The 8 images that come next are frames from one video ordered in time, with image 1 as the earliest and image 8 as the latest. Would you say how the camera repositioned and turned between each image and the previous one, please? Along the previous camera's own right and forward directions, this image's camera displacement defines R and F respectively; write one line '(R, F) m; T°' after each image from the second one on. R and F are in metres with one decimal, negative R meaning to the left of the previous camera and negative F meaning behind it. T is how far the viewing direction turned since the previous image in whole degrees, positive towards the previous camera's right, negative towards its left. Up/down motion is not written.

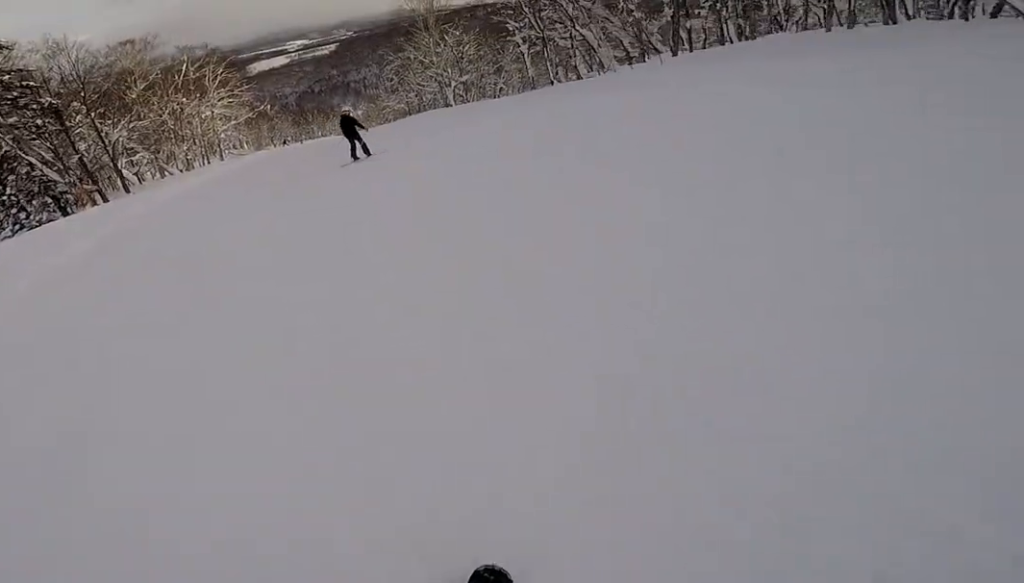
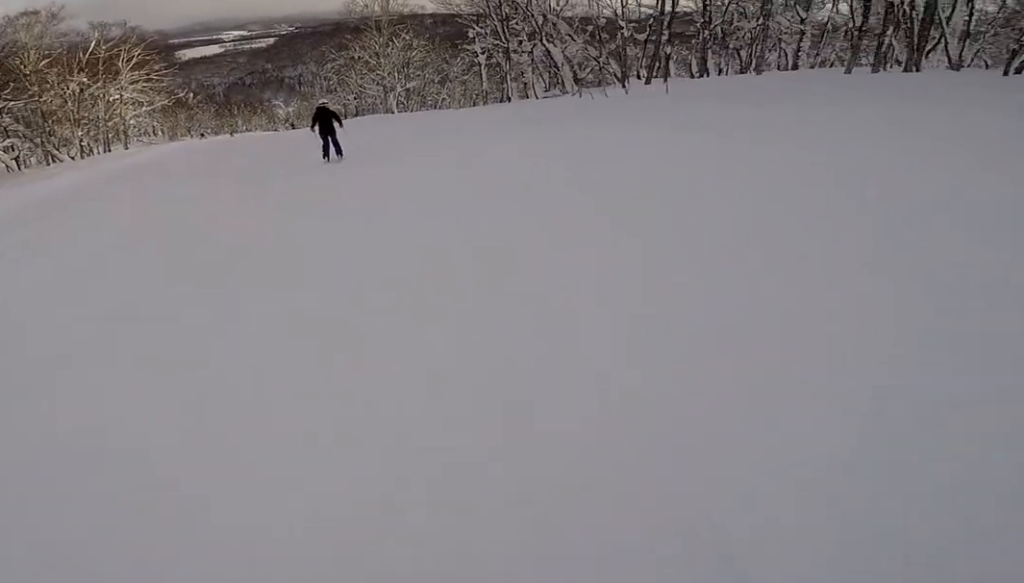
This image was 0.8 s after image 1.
(+0.4, +4.8) m; +5°
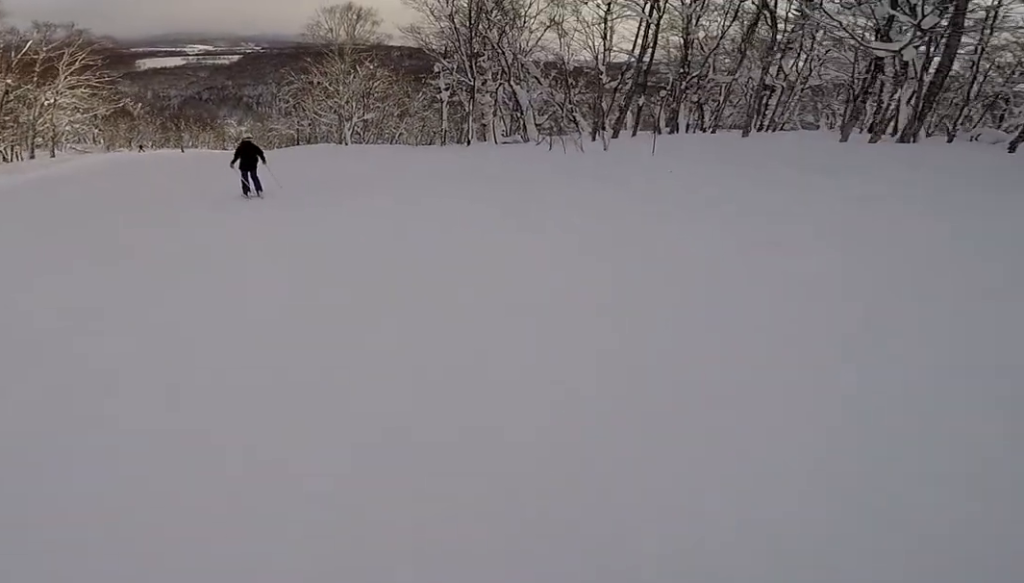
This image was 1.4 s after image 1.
(+0.1, +3.4) m; -8°
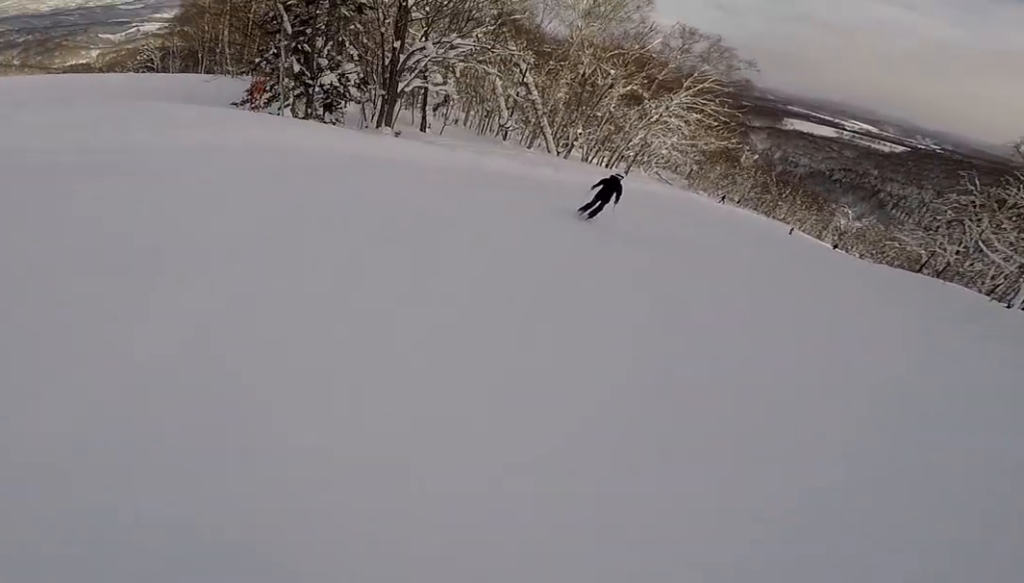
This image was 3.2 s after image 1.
(-2.7, +9.6) m; -24°
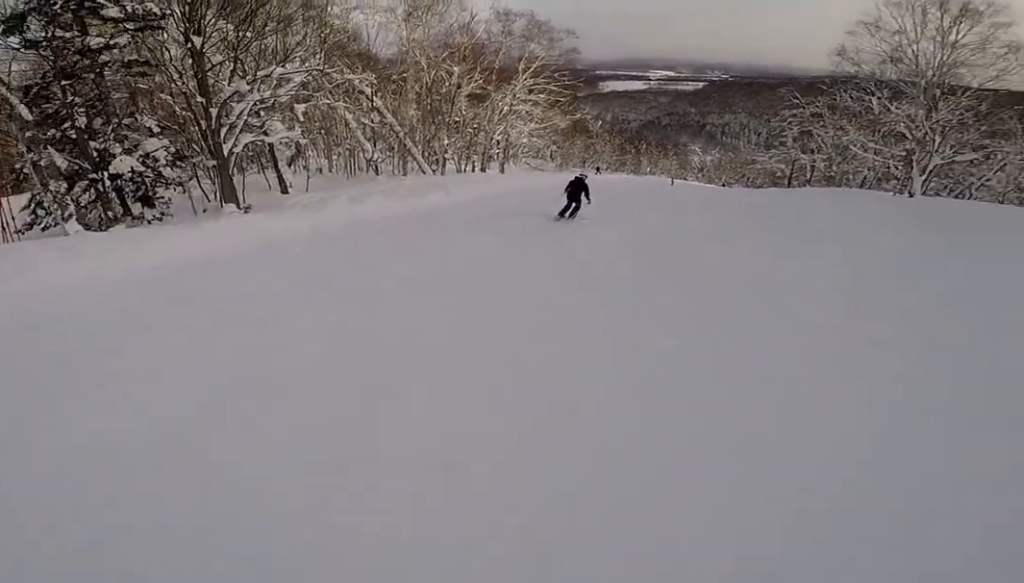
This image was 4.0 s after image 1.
(0.0, +4.3) m; +6°
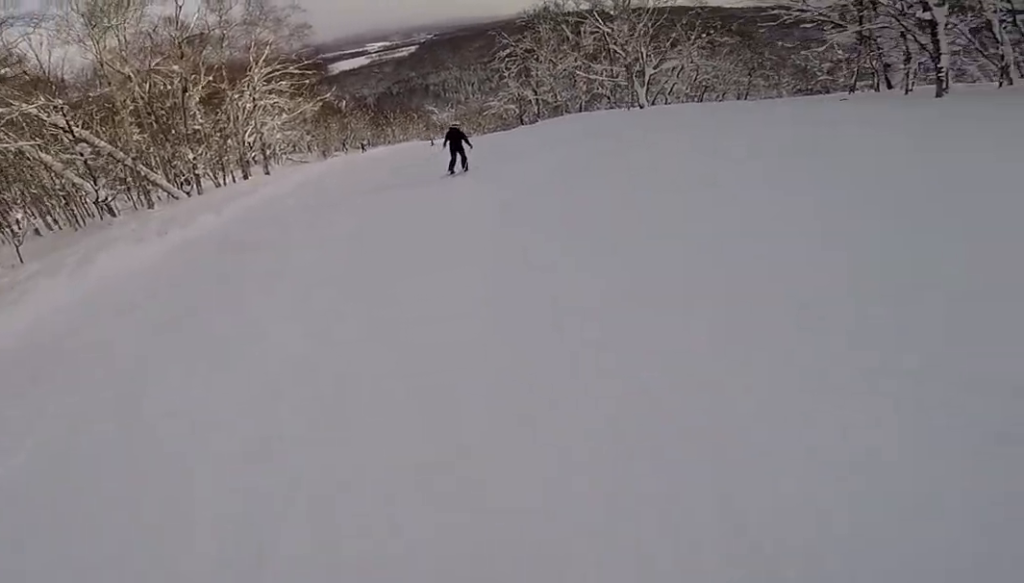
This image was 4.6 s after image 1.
(-0.1, +3.5) m; +18°
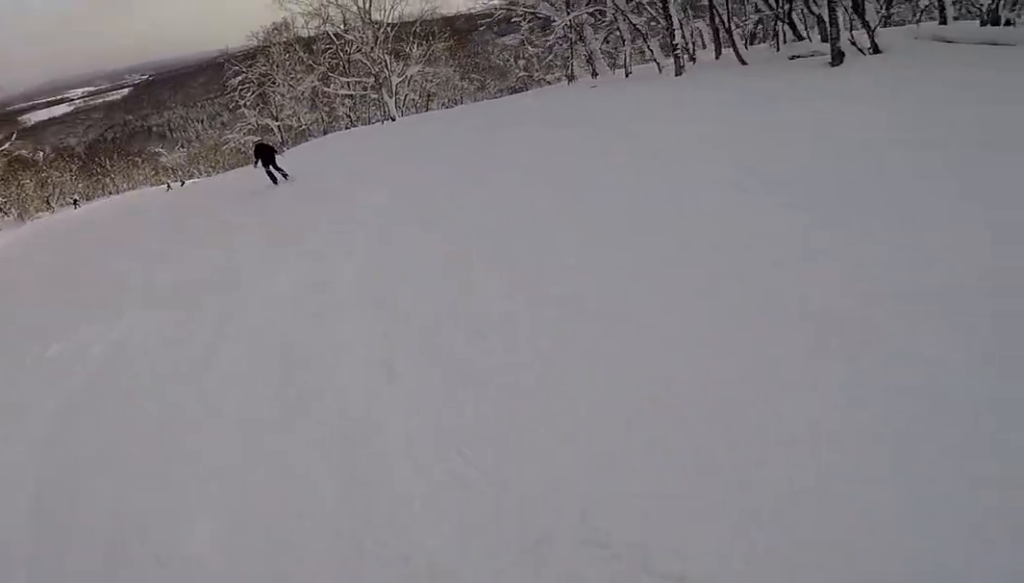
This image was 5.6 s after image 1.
(+1.7, +5.0) m; +16°
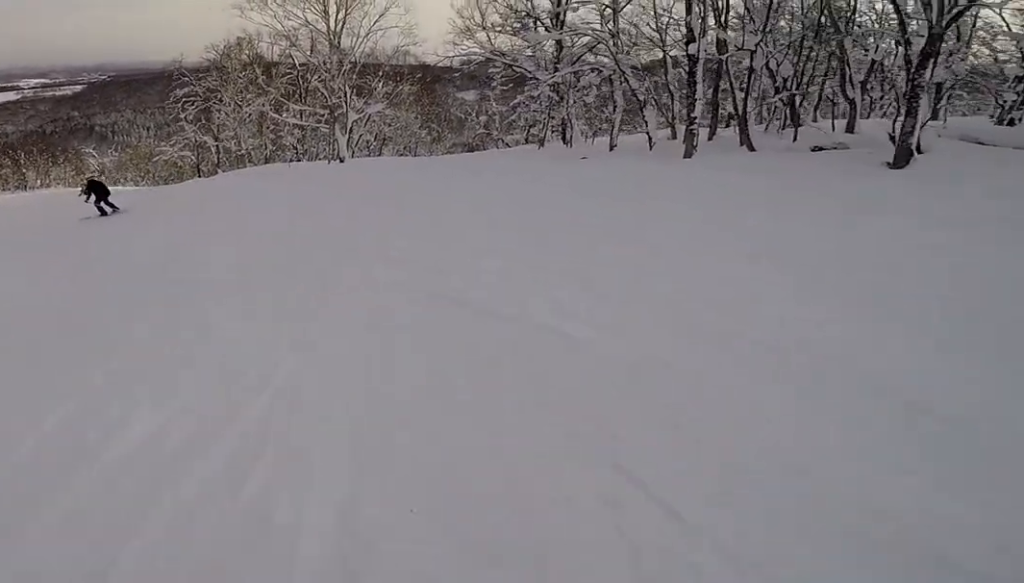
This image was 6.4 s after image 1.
(0.0, +4.9) m; -11°
